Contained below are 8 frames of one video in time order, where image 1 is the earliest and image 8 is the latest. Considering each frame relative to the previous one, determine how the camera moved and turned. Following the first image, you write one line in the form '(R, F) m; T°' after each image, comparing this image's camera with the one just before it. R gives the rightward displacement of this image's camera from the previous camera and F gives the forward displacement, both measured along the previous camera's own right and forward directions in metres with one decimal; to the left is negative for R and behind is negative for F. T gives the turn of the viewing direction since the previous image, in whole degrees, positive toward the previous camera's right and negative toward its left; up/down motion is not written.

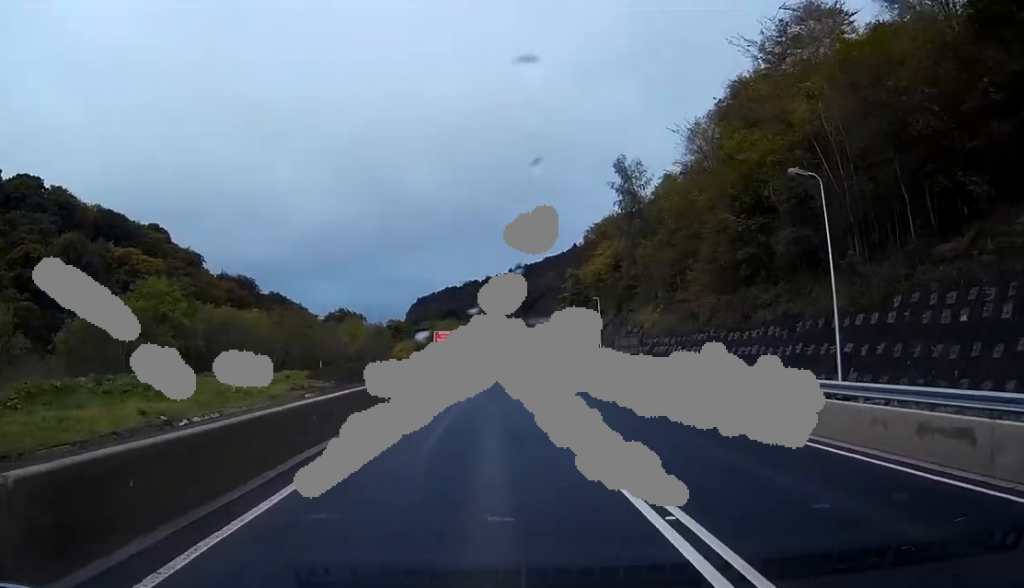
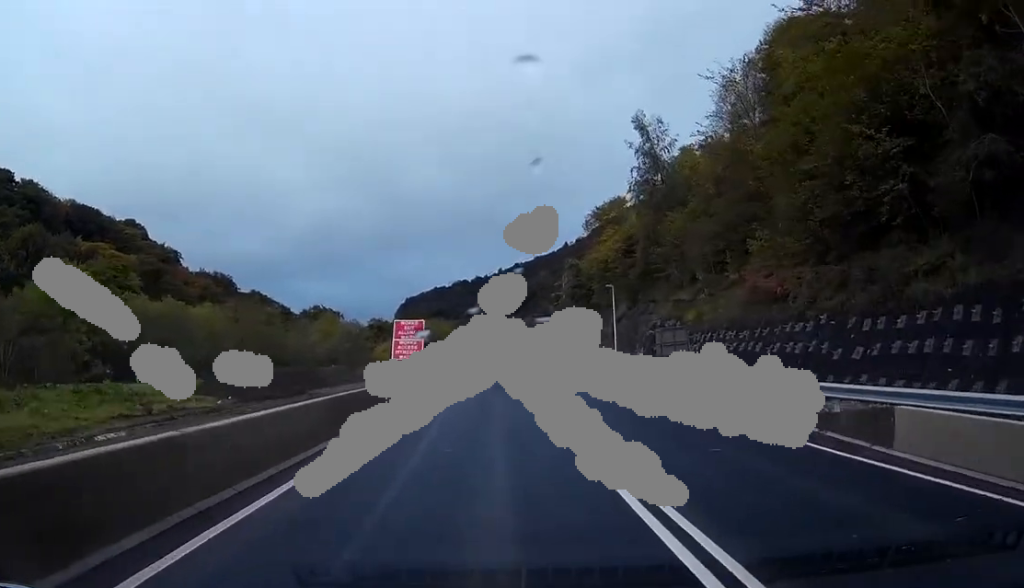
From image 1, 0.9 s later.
(+0.2, +15.2) m; +1°
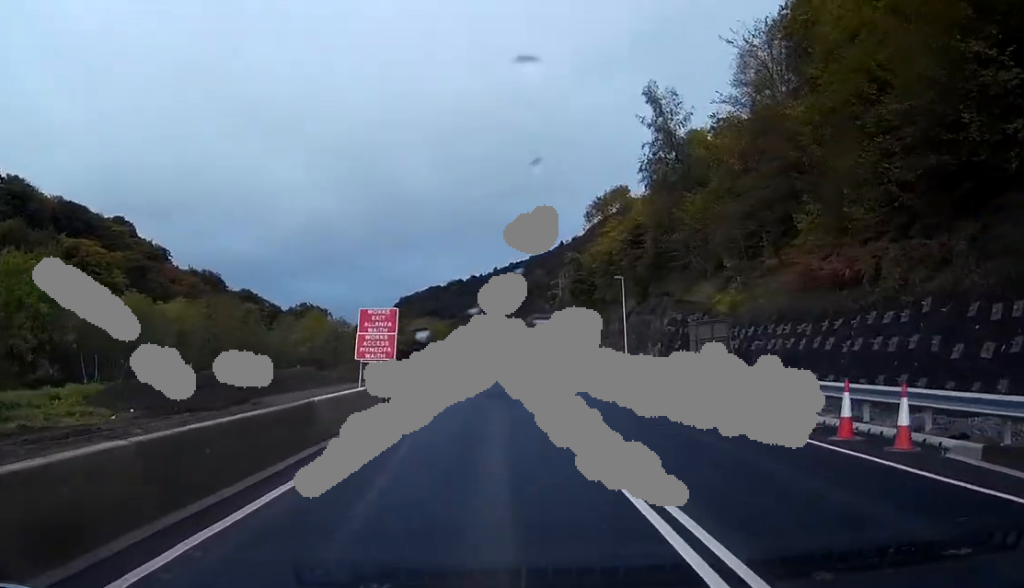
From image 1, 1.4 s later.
(0.0, +7.0) m; 0°
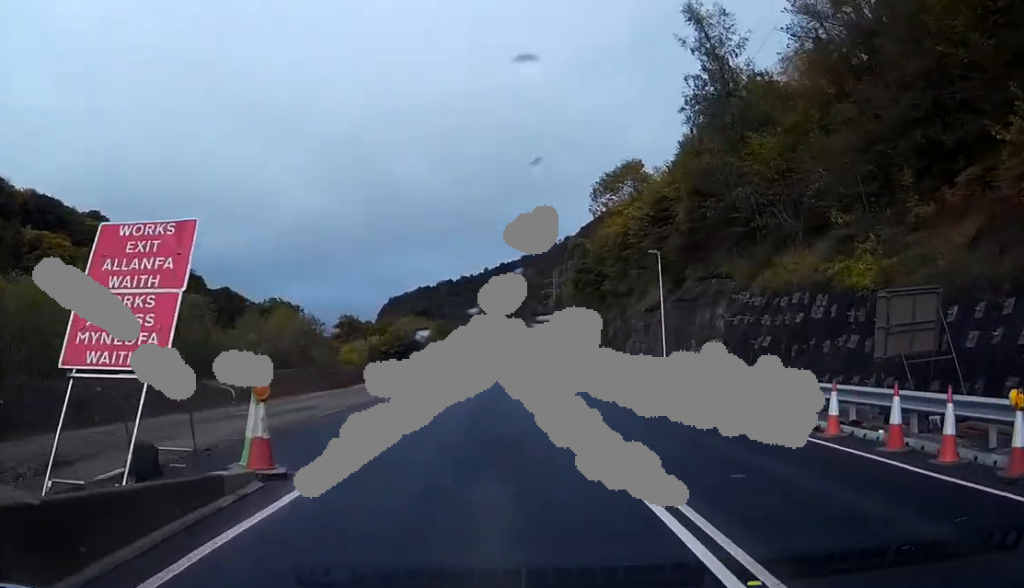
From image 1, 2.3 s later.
(+0.1, +15.1) m; +1°
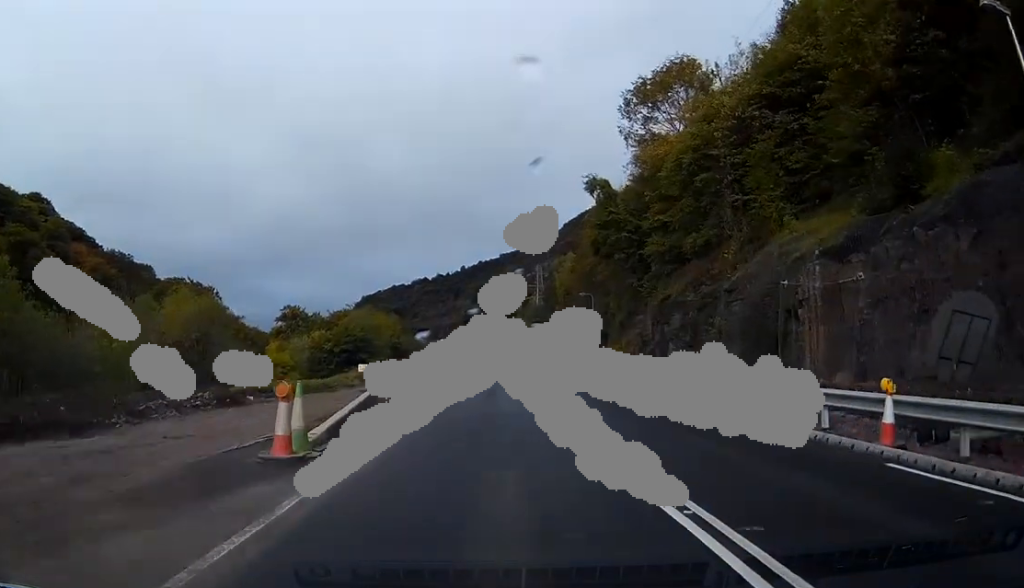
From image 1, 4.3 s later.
(+0.3, +32.5) m; +1°
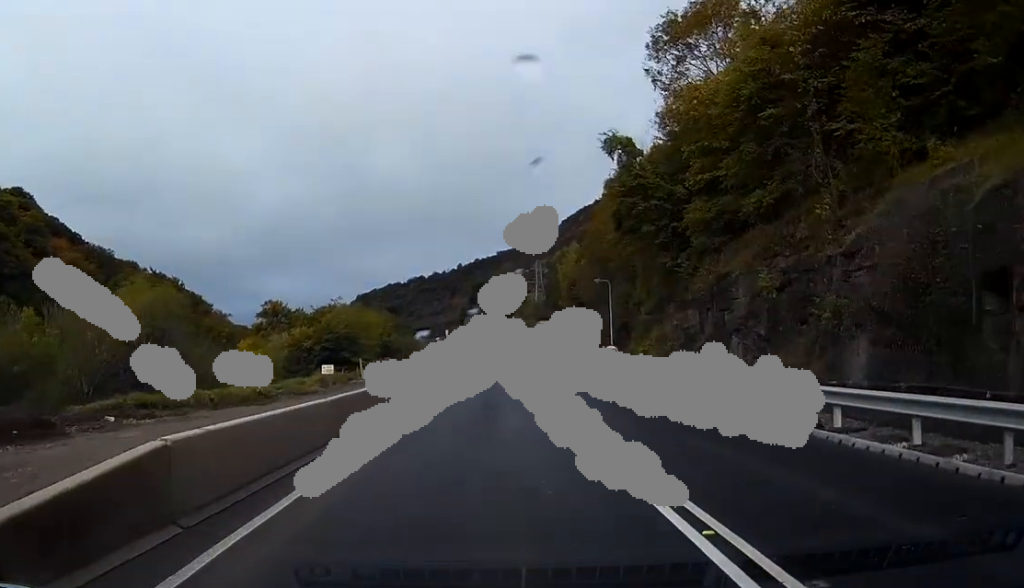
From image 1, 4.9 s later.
(0.0, +11.2) m; +1°
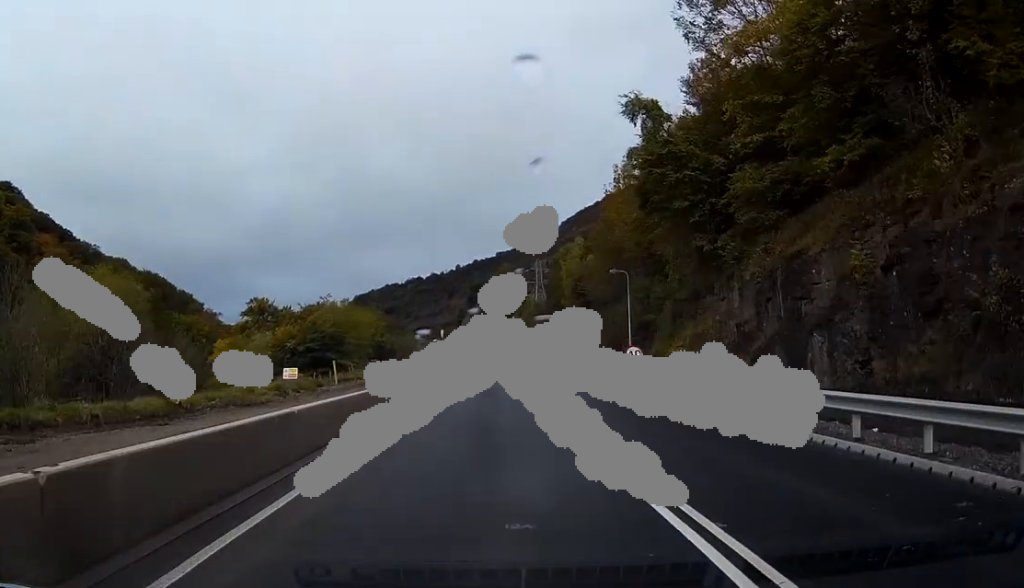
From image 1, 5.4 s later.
(+0.1, +7.8) m; 0°
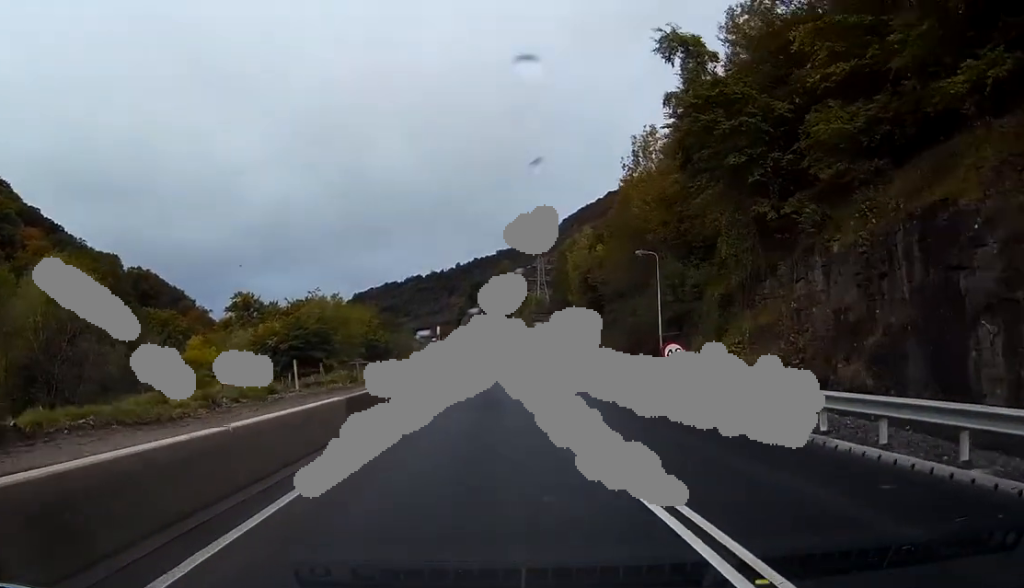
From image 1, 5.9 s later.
(+0.2, +8.3) m; 0°
